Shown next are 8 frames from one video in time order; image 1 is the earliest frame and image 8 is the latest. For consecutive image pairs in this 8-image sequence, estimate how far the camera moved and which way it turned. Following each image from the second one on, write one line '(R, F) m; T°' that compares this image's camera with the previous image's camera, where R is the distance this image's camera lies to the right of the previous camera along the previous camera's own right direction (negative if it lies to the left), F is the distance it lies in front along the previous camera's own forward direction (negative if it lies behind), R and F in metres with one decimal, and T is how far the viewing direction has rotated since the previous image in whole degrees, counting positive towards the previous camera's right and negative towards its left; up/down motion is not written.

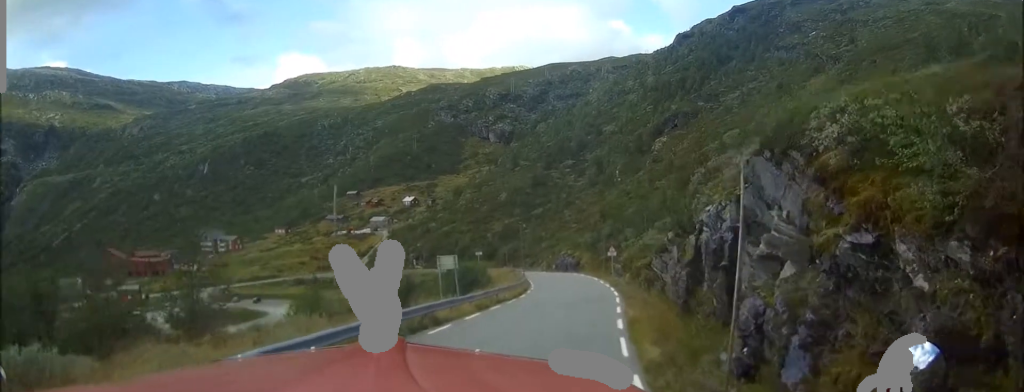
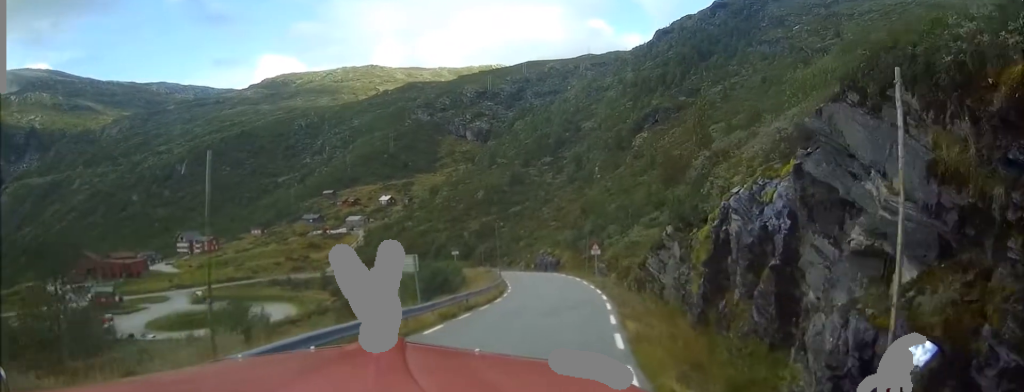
(-0.2, +5.3) m; +1°
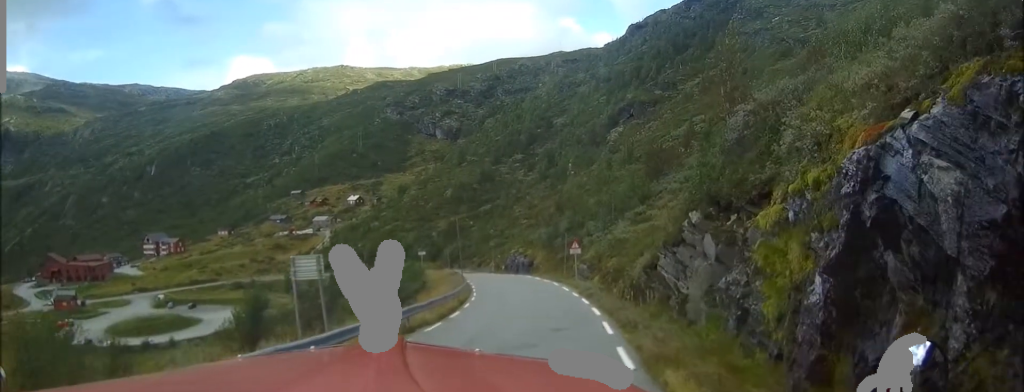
(+0.6, +9.3) m; +5°
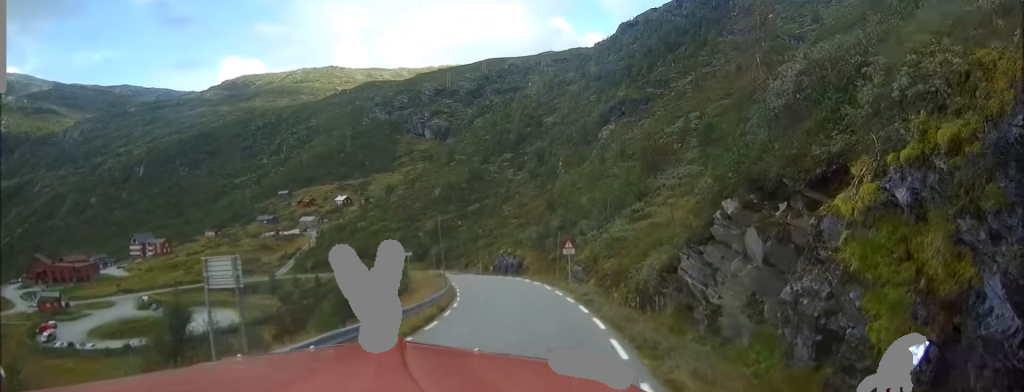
(+0.1, +4.8) m; +1°
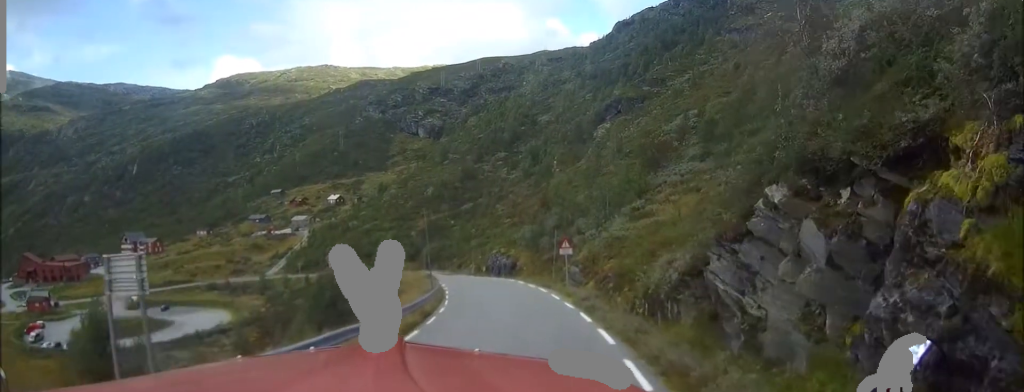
(0.0, +3.5) m; 0°
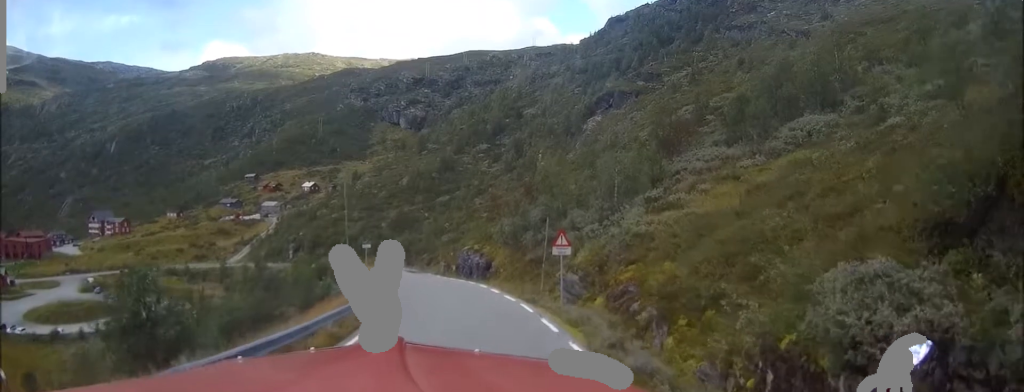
(-0.2, +15.2) m; +1°
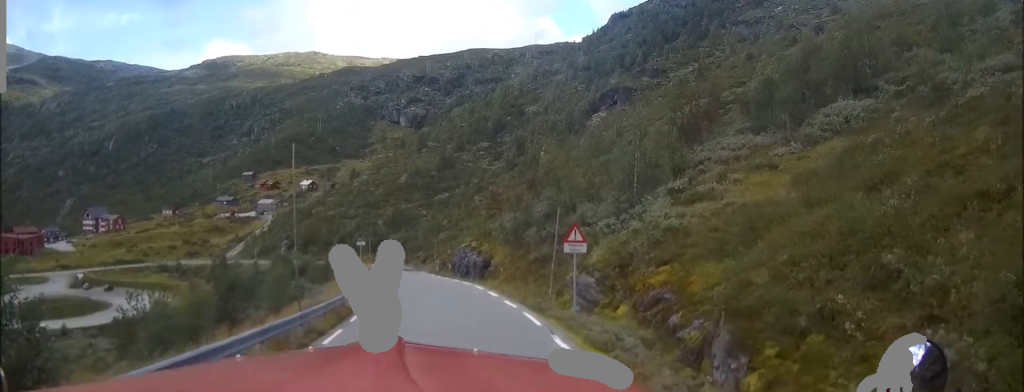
(+0.2, +6.4) m; +2°
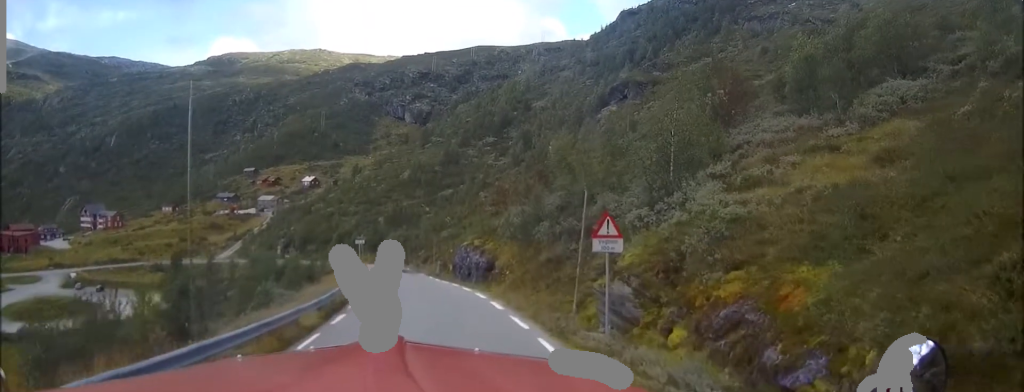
(+0.1, +7.1) m; +1°
